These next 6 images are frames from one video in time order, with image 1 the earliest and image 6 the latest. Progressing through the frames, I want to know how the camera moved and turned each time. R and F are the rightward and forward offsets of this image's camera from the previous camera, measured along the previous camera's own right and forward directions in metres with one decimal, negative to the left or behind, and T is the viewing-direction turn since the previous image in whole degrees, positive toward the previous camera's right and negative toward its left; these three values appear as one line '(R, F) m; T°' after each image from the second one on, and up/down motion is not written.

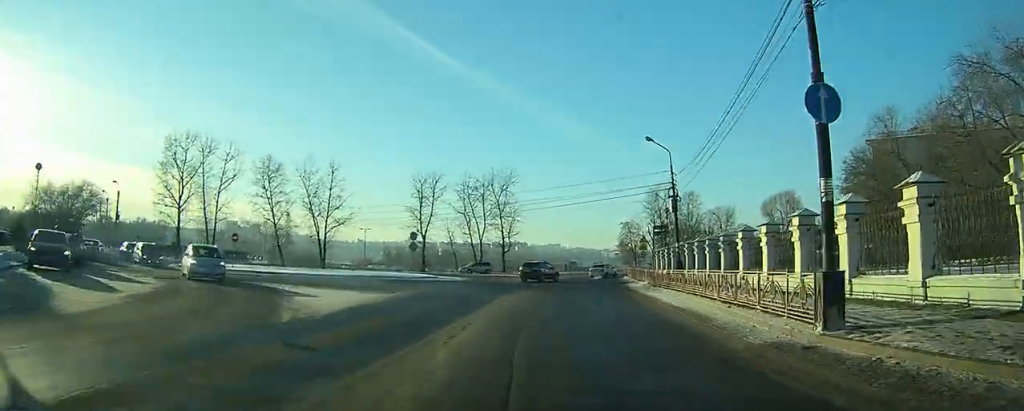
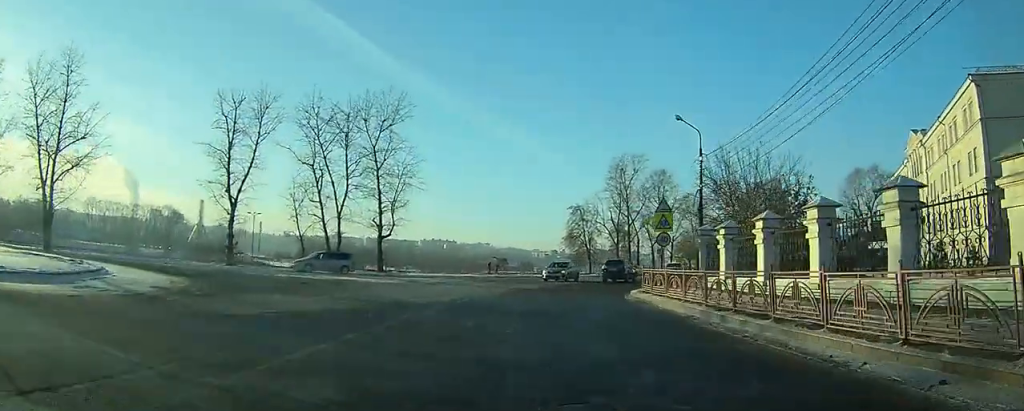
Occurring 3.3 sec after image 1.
(+2.9, +35.0) m; +8°
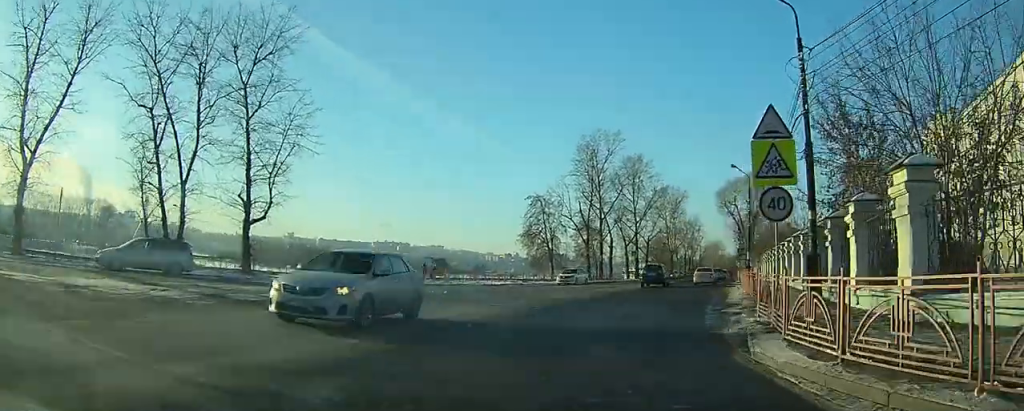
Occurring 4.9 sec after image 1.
(-0.9, +18.7) m; +4°
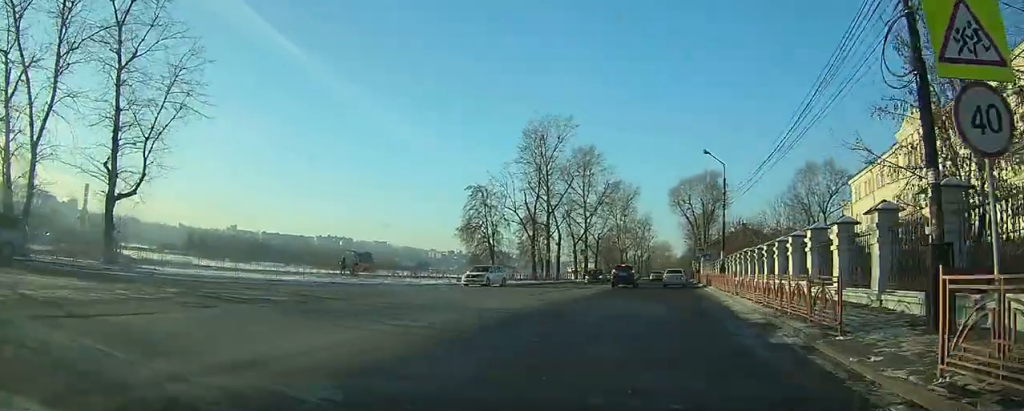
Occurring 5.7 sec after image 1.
(0.0, +6.9) m; +9°
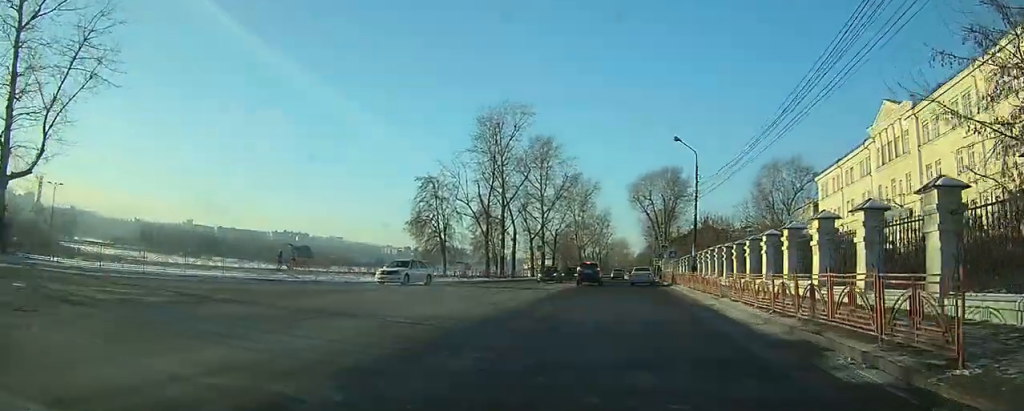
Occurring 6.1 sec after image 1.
(+1.5, +1.4) m; 0°
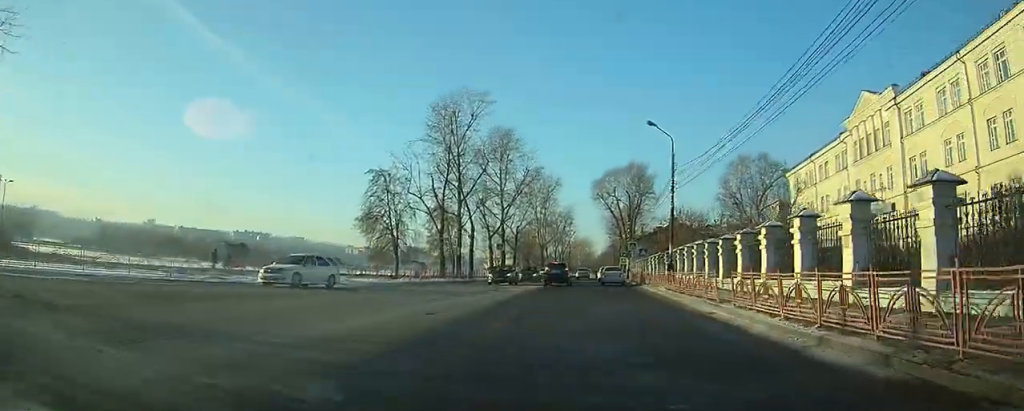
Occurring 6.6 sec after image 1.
(+0.7, +2.7) m; -2°
